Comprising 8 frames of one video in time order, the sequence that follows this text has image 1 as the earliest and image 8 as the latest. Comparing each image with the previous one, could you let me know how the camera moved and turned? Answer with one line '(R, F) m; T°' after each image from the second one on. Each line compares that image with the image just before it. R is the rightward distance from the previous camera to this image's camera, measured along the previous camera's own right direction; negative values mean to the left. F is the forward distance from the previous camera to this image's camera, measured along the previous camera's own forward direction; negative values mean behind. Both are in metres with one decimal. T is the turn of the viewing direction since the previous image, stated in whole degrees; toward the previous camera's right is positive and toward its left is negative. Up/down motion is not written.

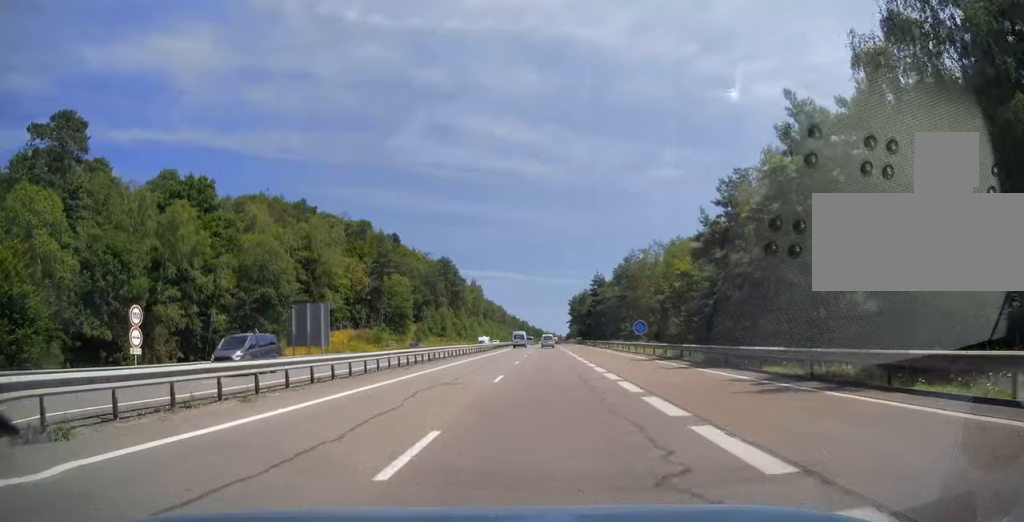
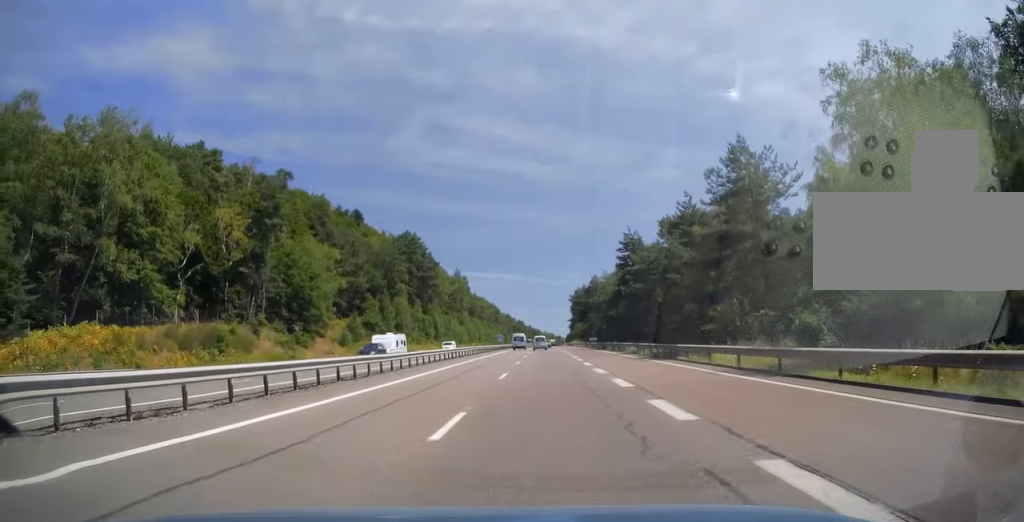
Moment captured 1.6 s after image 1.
(0.0, +49.6) m; 0°
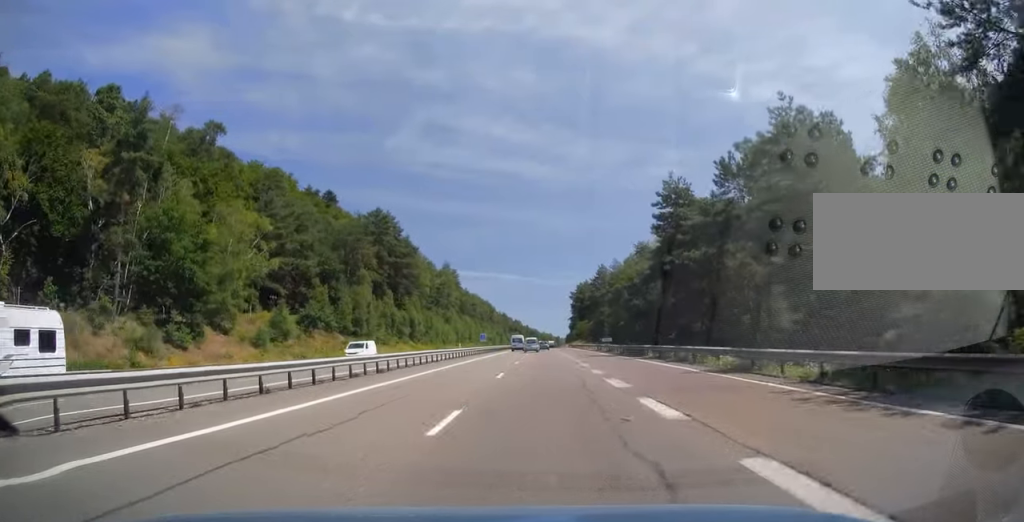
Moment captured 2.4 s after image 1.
(0.0, +25.9) m; 0°
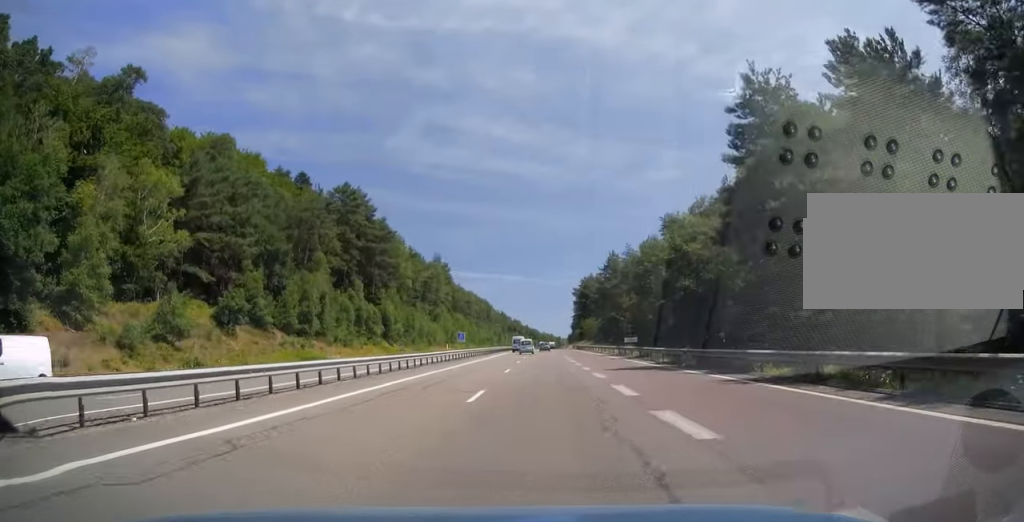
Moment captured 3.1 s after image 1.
(-0.1, +21.2) m; 0°
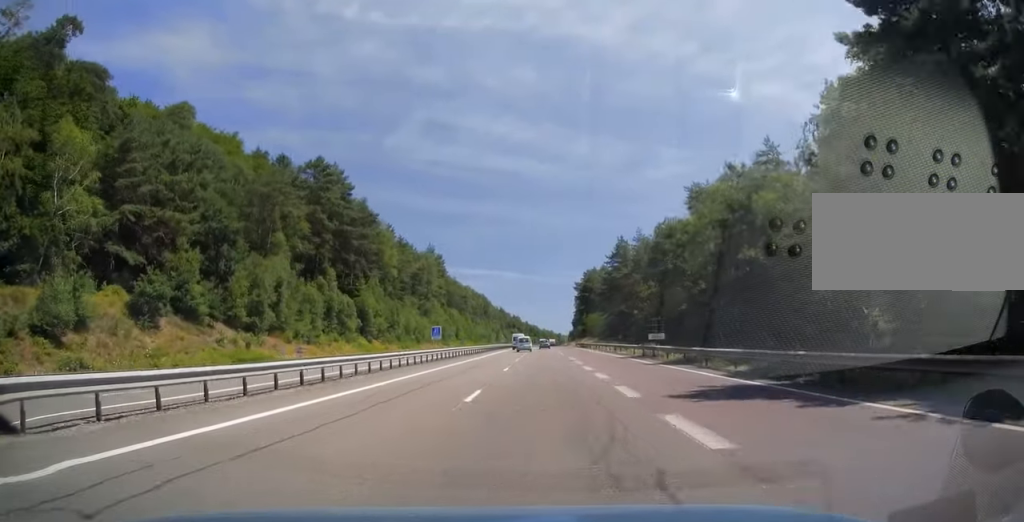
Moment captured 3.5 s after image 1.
(+0.2, +13.4) m; 0°
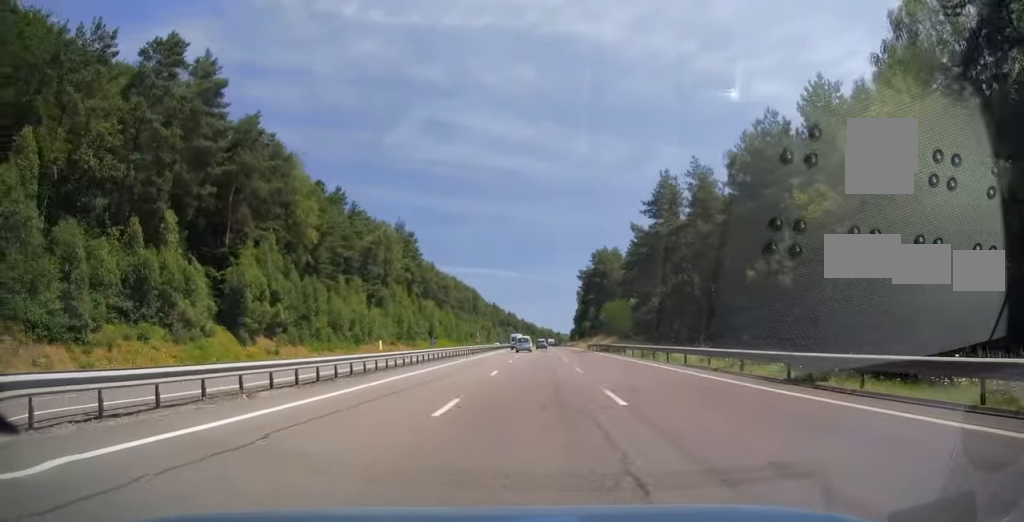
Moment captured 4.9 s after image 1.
(-0.1, +41.3) m; -1°
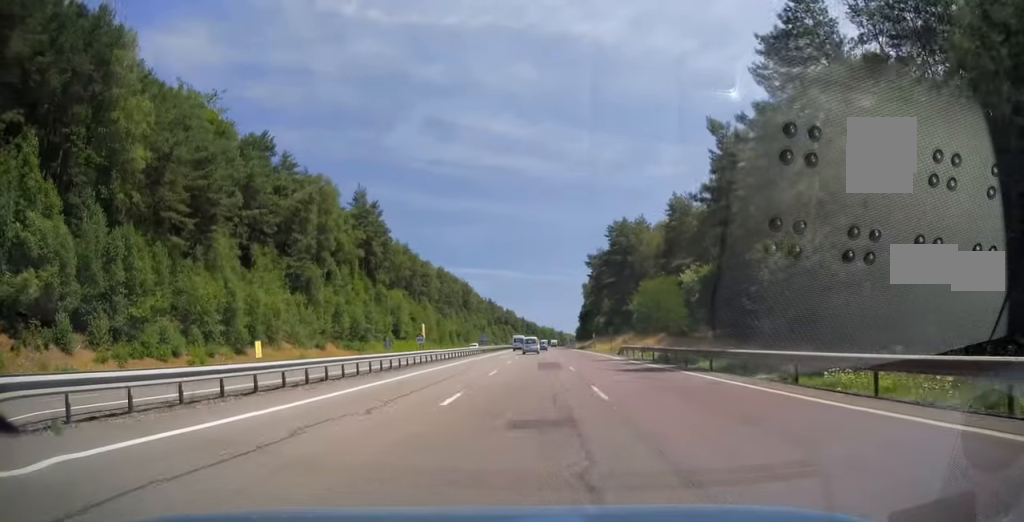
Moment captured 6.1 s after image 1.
(-0.1, +36.6) m; +1°
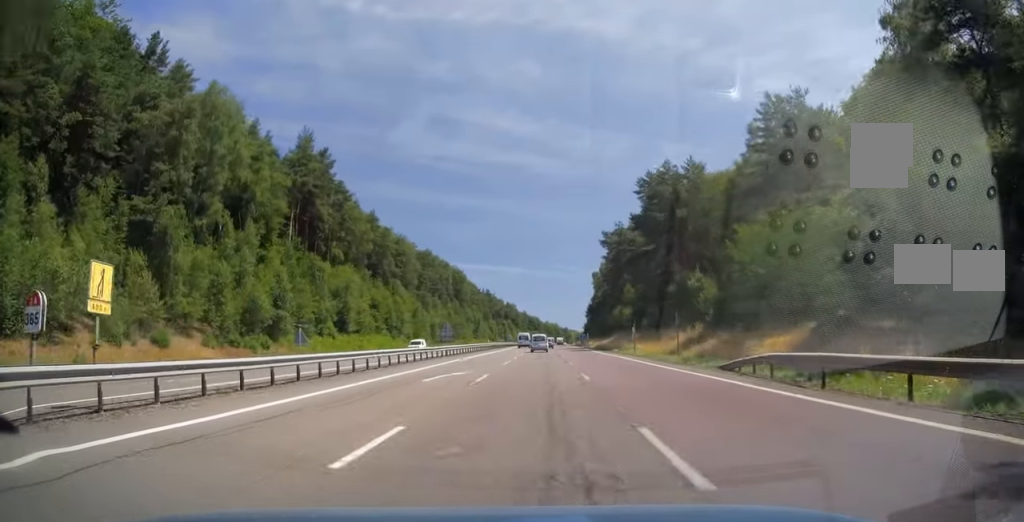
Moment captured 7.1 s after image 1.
(+0.5, +33.0) m; 0°
